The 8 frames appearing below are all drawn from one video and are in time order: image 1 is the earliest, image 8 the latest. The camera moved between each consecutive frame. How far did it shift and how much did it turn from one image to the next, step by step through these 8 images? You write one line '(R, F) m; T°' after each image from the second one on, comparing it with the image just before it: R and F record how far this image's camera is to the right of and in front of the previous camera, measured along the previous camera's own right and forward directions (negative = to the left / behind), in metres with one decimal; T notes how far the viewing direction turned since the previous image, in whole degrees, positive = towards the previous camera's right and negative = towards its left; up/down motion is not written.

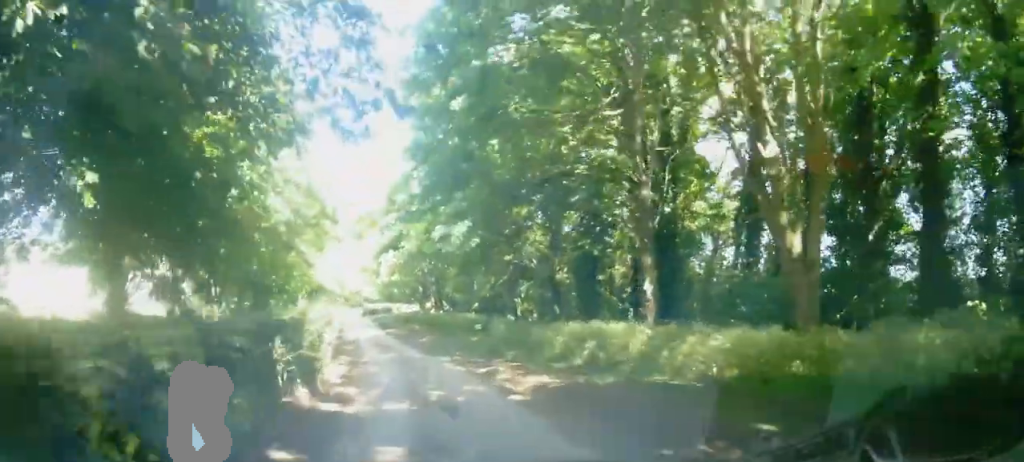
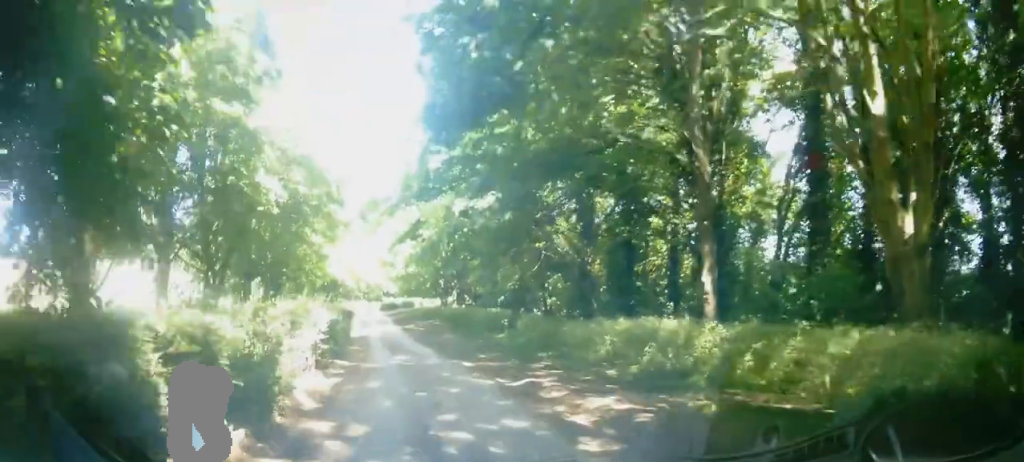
(+0.2, +2.8) m; 0°
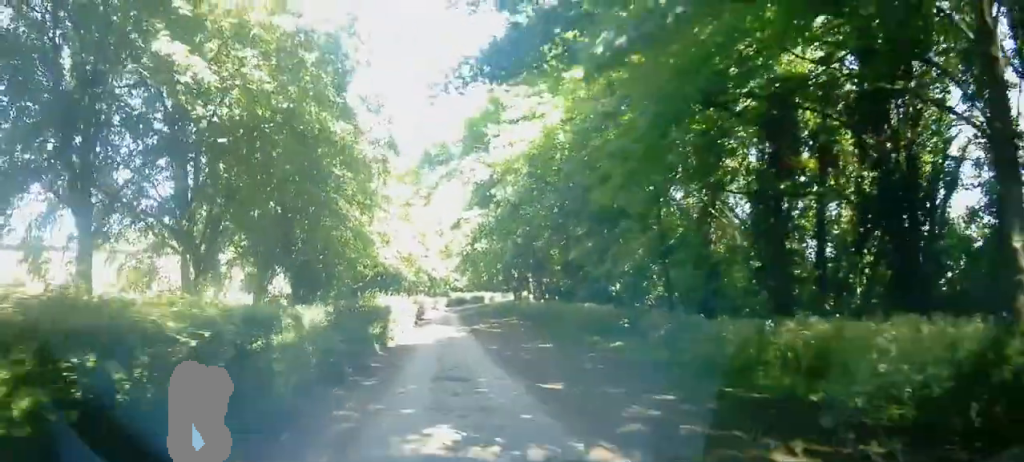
(-0.2, +7.5) m; -6°
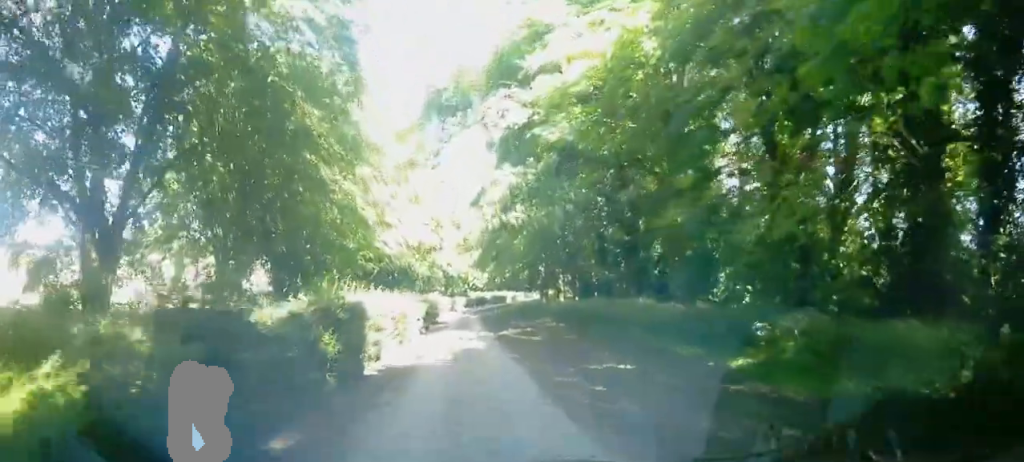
(-0.3, +7.7) m; -7°
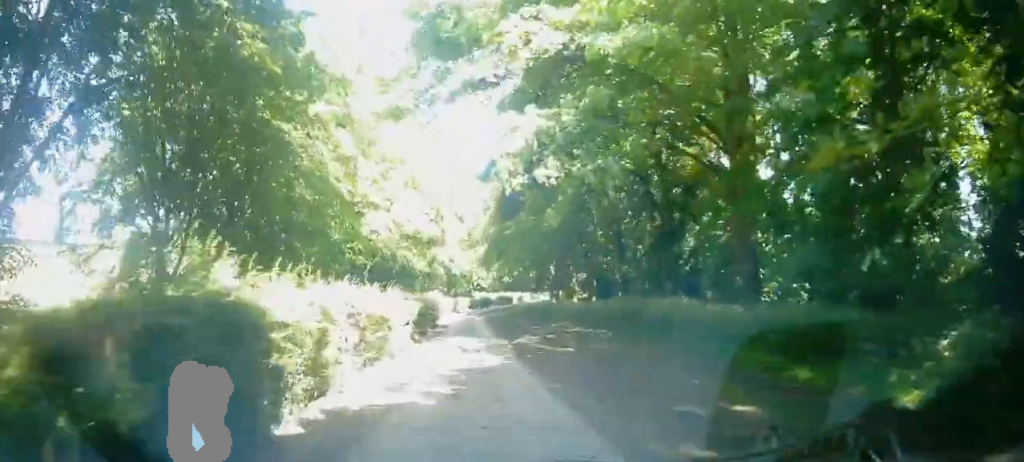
(-0.4, +6.2) m; -4°
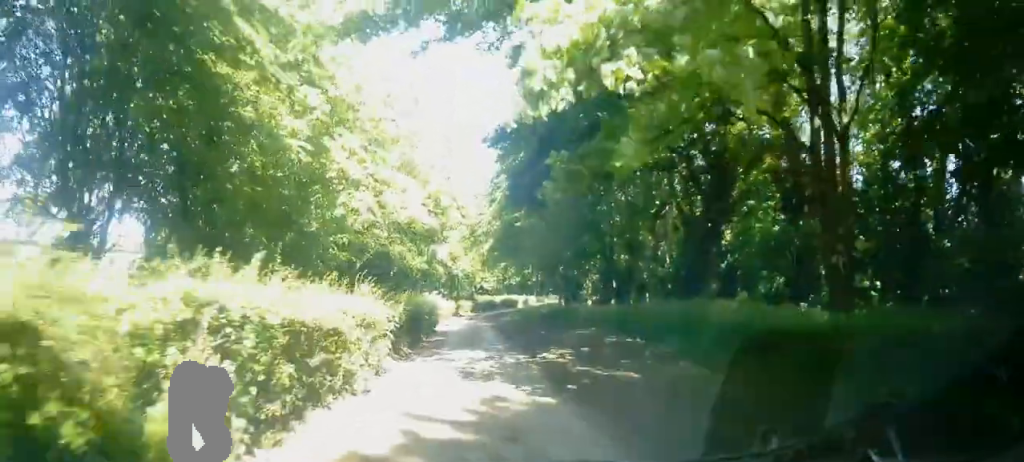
(0.0, +5.4) m; -1°
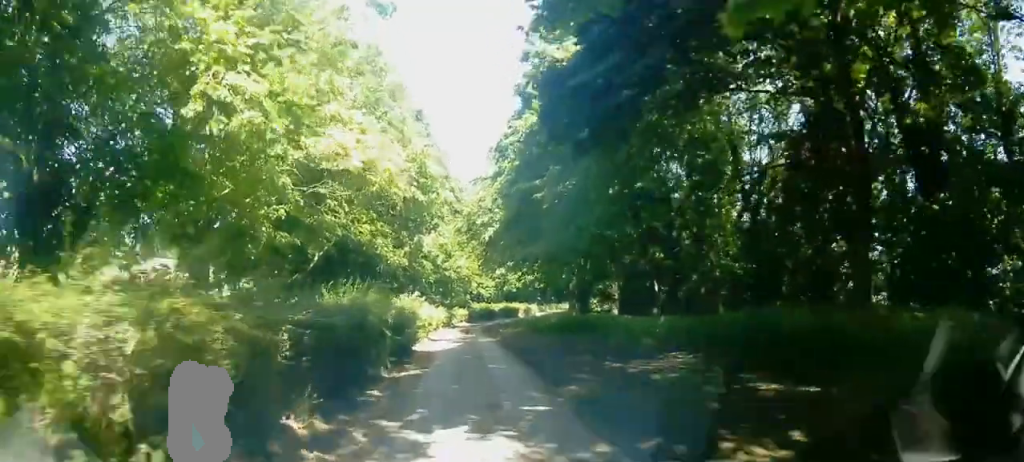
(-0.1, +10.3) m; -1°
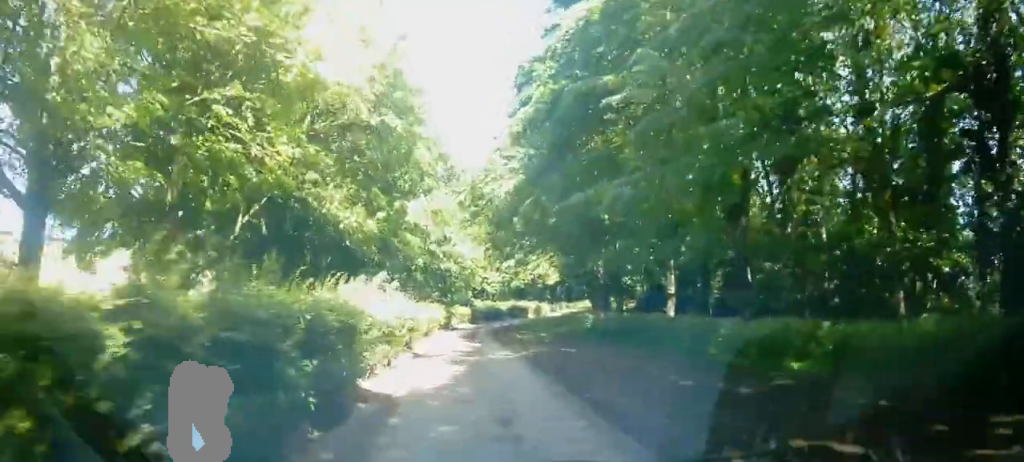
(-0.1, +10.7) m; -1°
